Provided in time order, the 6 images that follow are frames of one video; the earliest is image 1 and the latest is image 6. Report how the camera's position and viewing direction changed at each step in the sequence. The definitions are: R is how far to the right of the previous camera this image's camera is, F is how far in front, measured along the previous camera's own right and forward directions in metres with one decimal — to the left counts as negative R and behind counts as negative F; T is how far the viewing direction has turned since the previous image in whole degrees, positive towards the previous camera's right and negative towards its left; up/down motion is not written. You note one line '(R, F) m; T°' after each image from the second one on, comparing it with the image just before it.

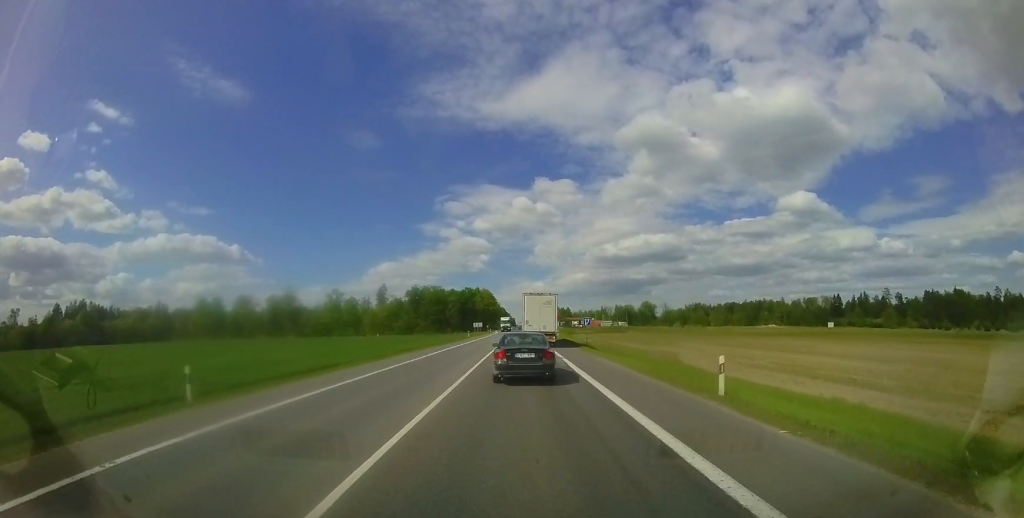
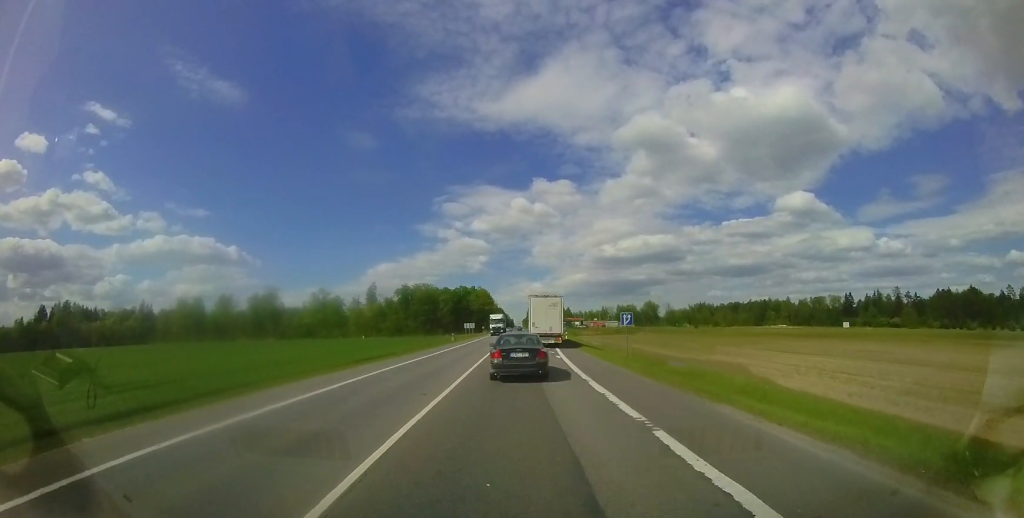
(-0.2, +13.4) m; -1°
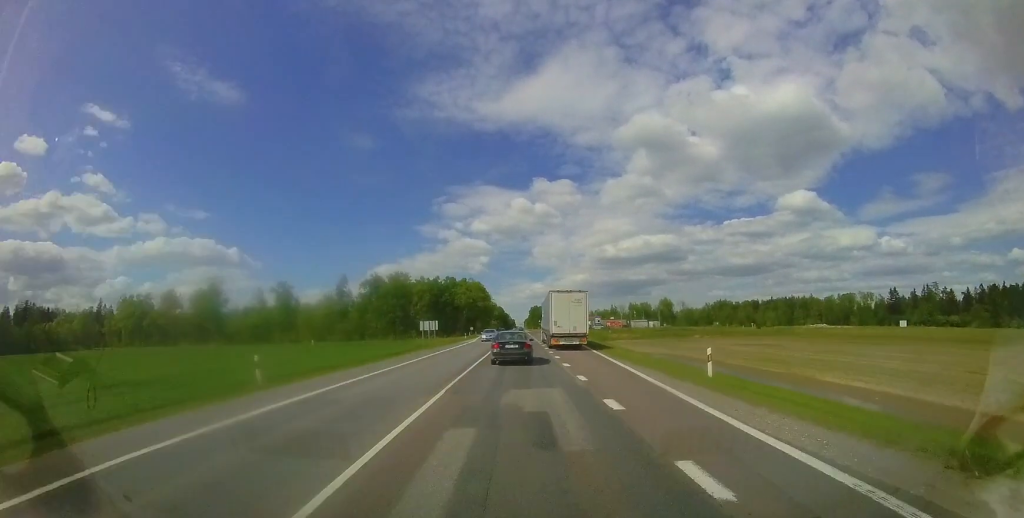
(-0.1, +36.8) m; 0°
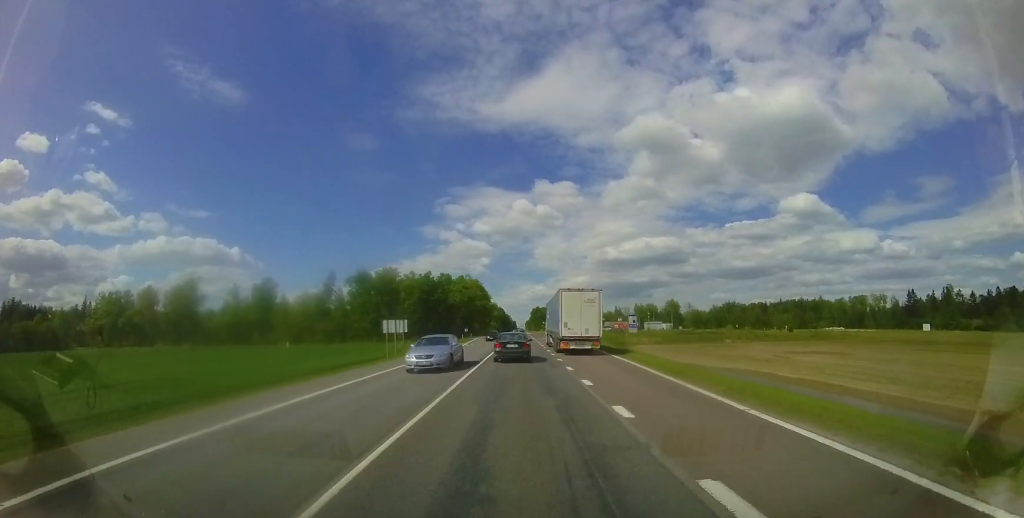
(0.0, +12.6) m; 0°
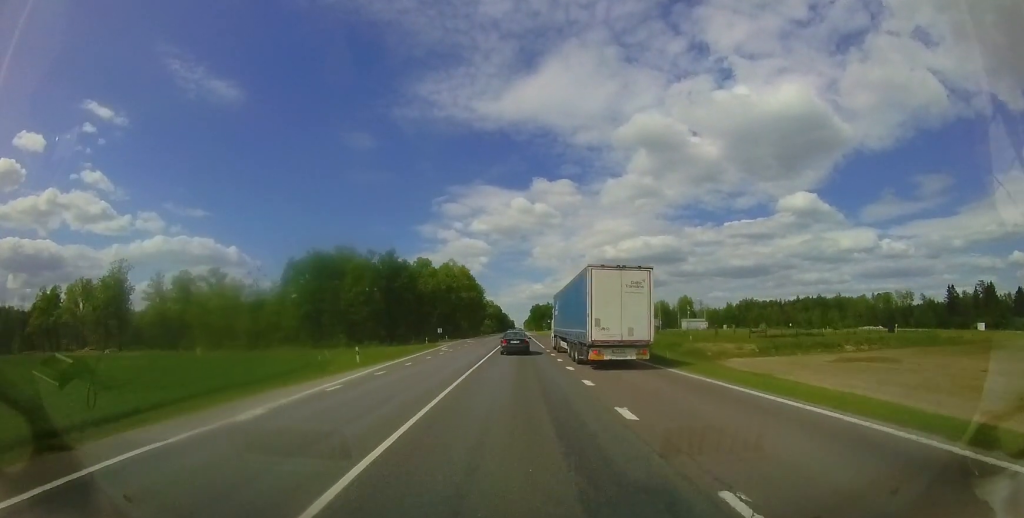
(-0.1, +27.9) m; -1°
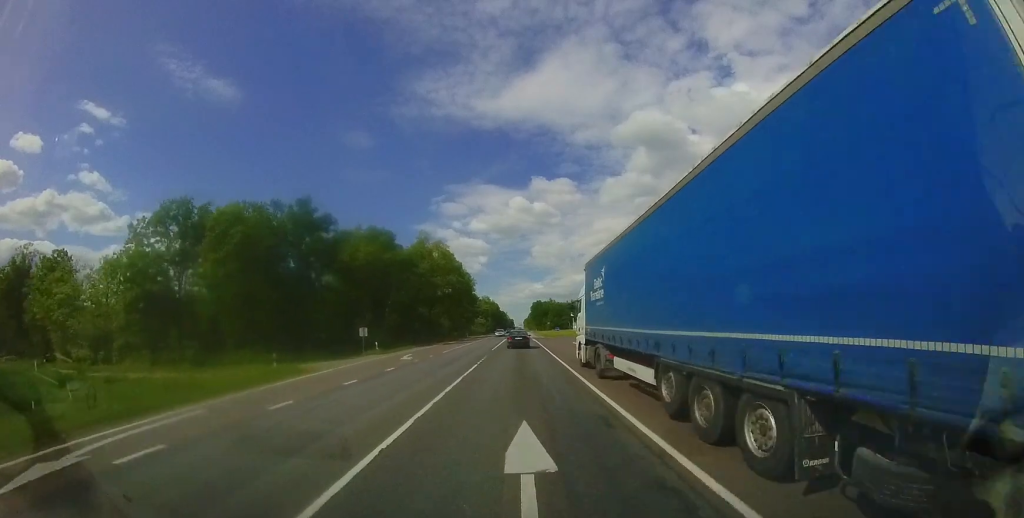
(-0.3, +29.8) m; 0°
